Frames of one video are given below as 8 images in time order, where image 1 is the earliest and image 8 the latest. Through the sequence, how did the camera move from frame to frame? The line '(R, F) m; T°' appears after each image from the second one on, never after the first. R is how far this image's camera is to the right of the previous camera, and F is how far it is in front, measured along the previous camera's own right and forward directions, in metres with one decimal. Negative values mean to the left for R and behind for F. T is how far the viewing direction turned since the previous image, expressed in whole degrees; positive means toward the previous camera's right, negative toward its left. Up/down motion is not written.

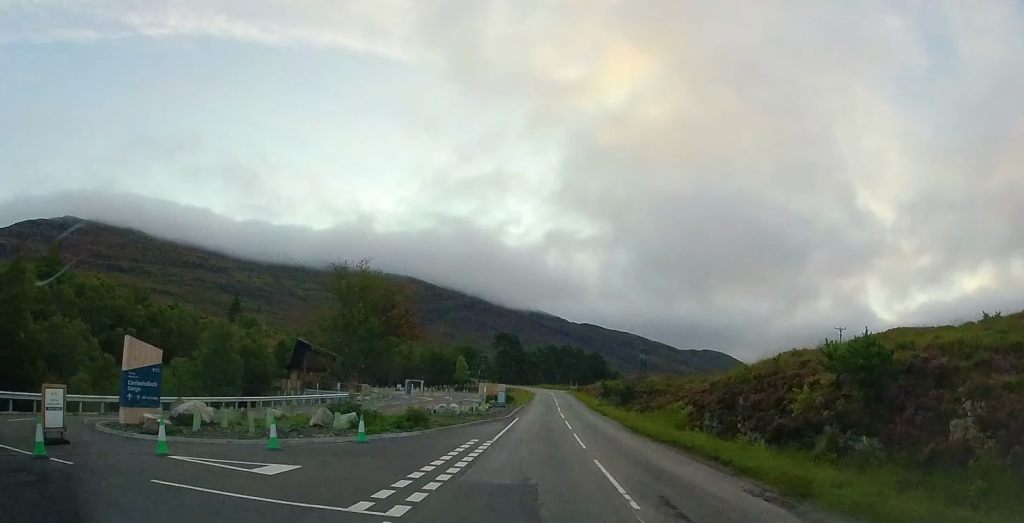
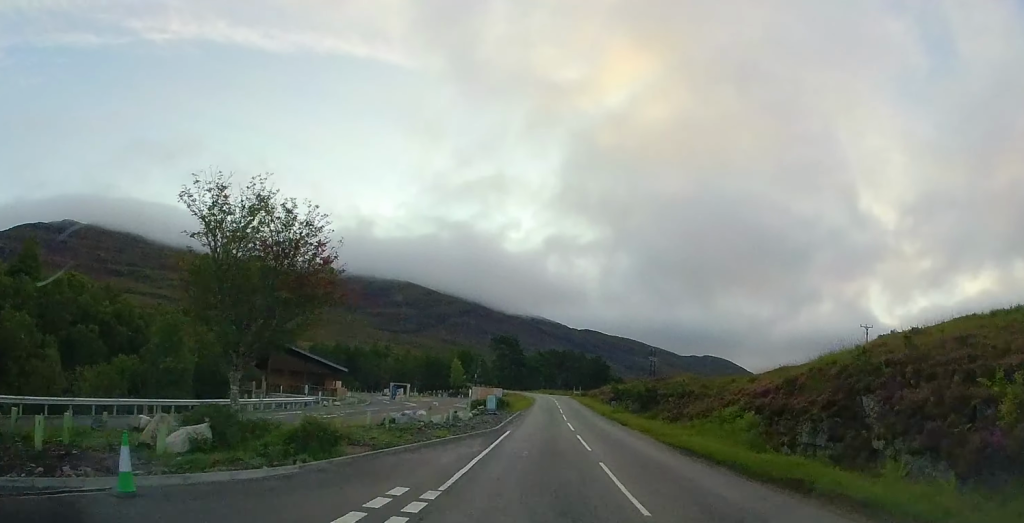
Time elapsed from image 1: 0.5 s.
(-0.2, +9.6) m; -1°
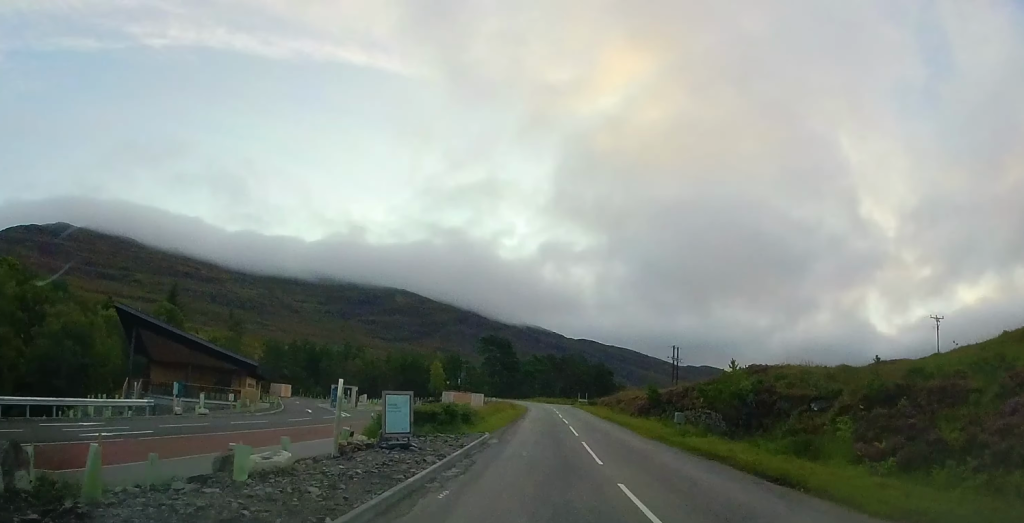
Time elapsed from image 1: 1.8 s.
(-0.5, +21.8) m; 0°
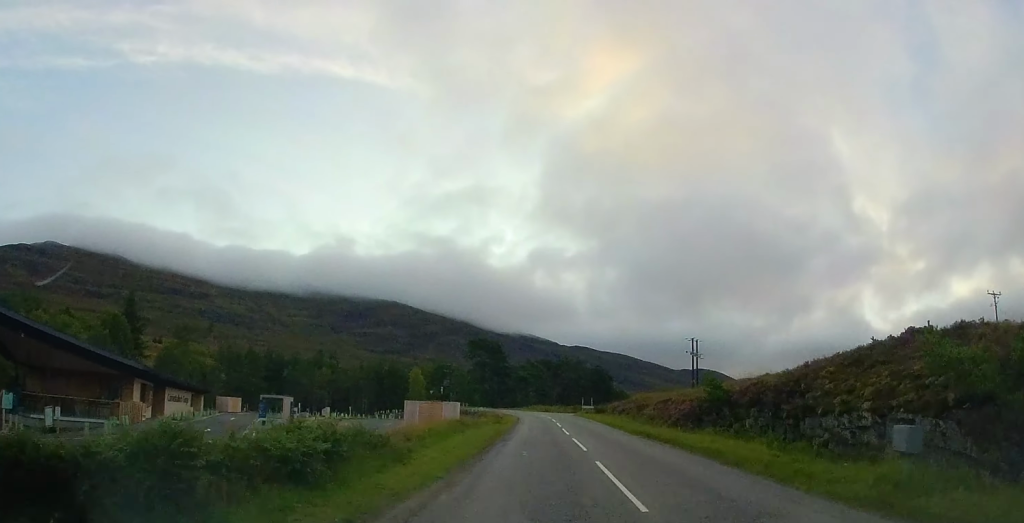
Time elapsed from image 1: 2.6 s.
(+0.2, +14.8) m; +1°
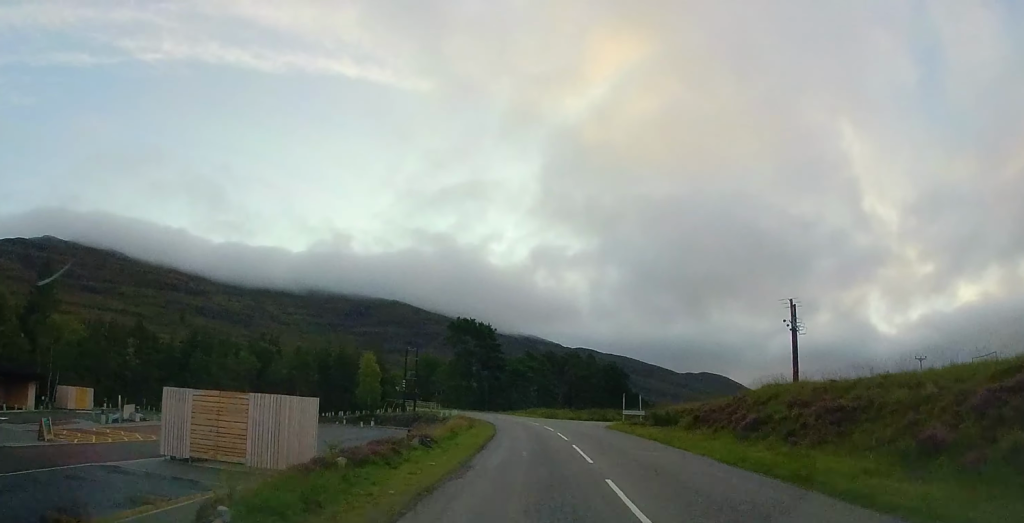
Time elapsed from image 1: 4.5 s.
(+0.2, +29.9) m; -1°
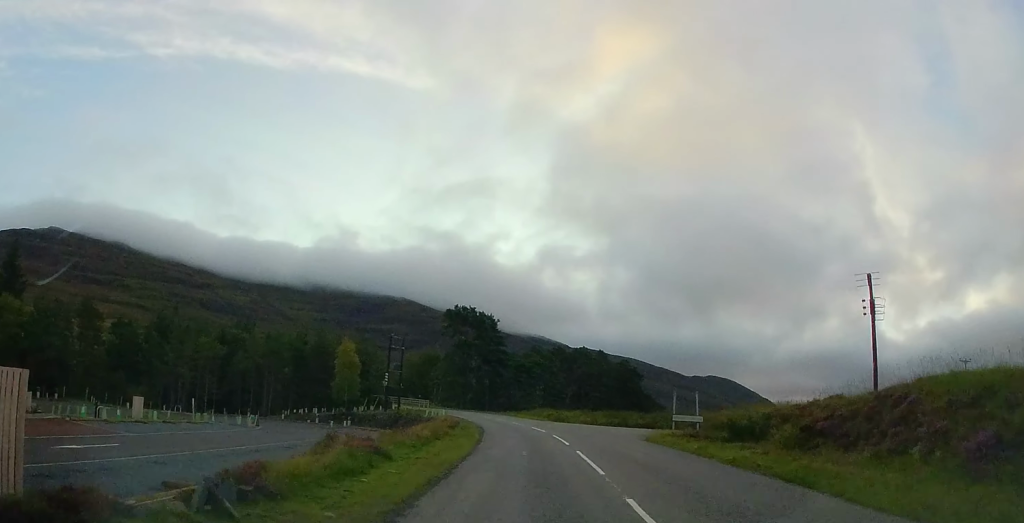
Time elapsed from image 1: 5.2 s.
(-0.4, +11.1) m; 0°
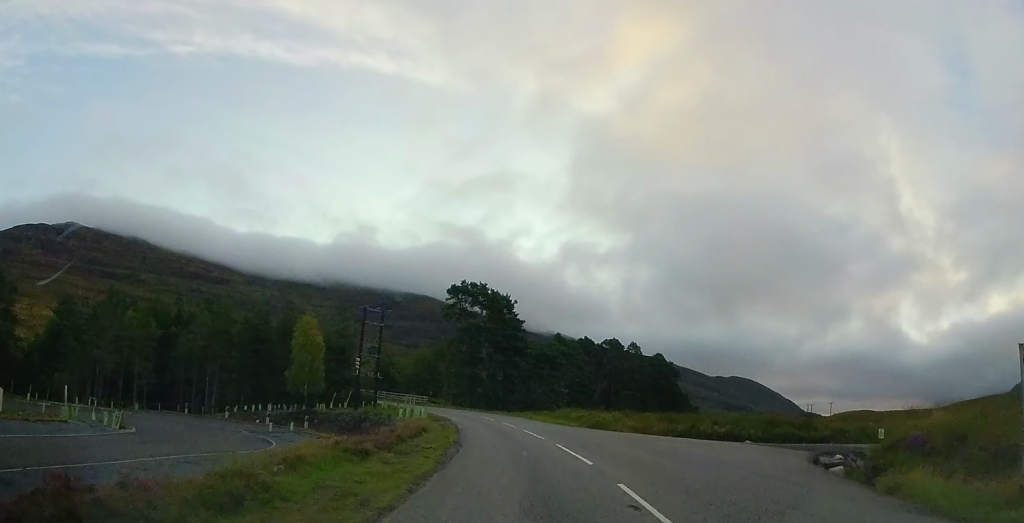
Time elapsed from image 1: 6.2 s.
(+0.4, +16.2) m; 0°
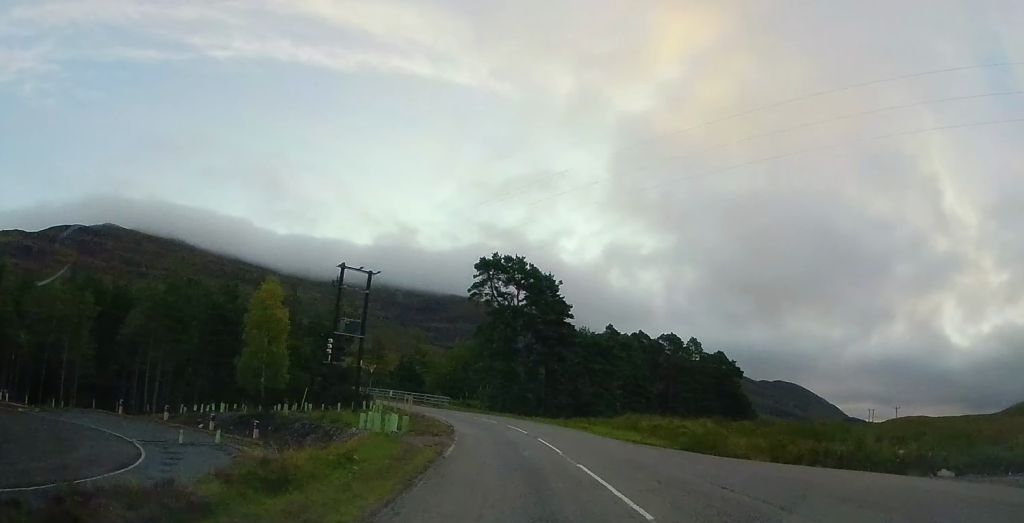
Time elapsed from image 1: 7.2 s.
(-0.5, +14.2) m; -2°
